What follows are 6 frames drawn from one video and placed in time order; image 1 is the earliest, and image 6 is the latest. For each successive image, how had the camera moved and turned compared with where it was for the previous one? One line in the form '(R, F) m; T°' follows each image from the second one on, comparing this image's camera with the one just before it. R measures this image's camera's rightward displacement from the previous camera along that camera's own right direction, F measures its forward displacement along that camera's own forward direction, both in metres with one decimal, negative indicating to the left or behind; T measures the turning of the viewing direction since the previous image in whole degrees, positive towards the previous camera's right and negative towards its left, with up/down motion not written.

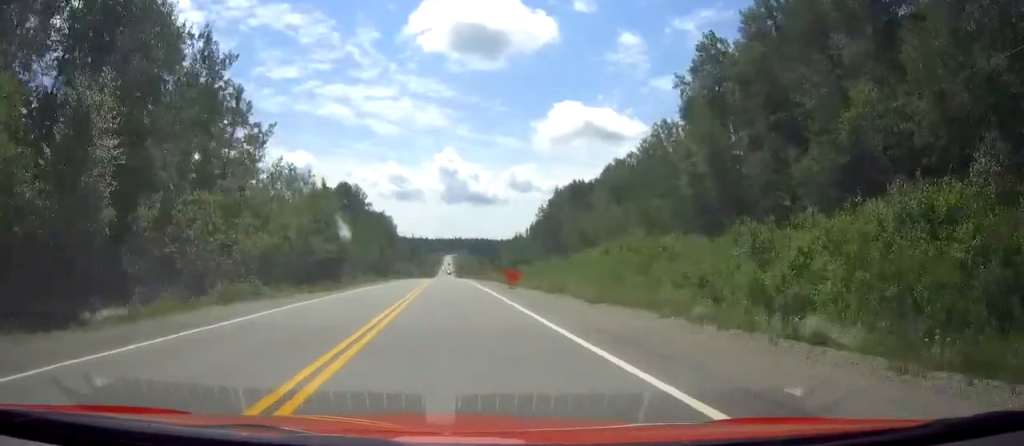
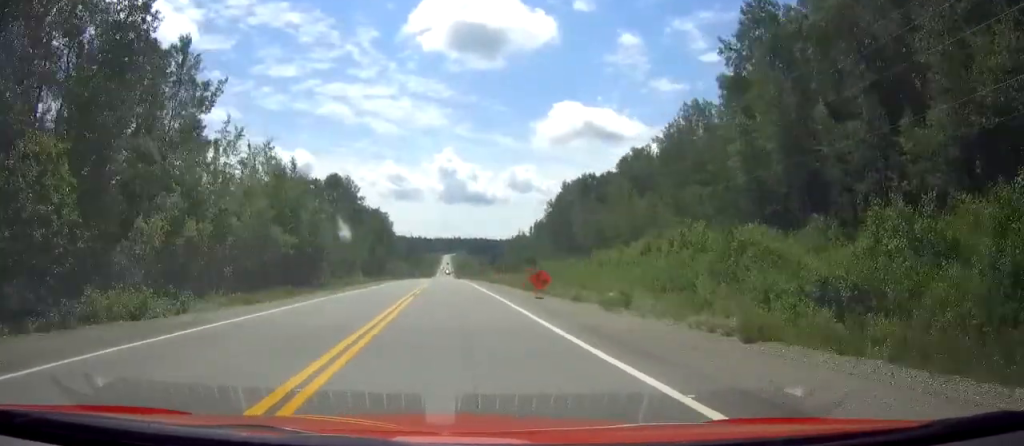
(0.0, +12.2) m; 0°
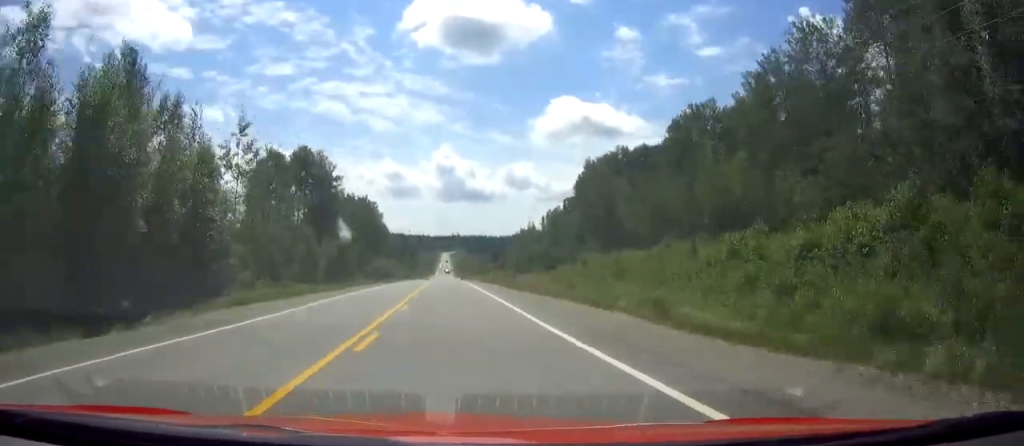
(0.0, +28.2) m; 0°
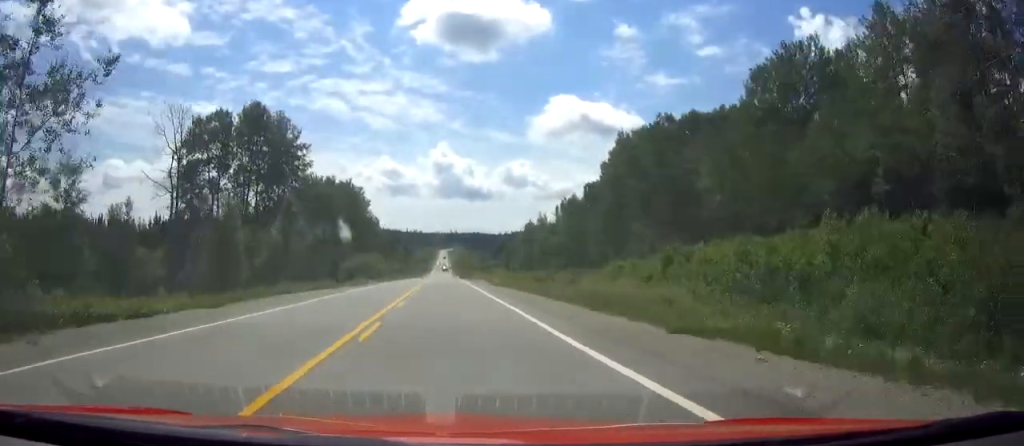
(0.0, +25.7) m; 0°
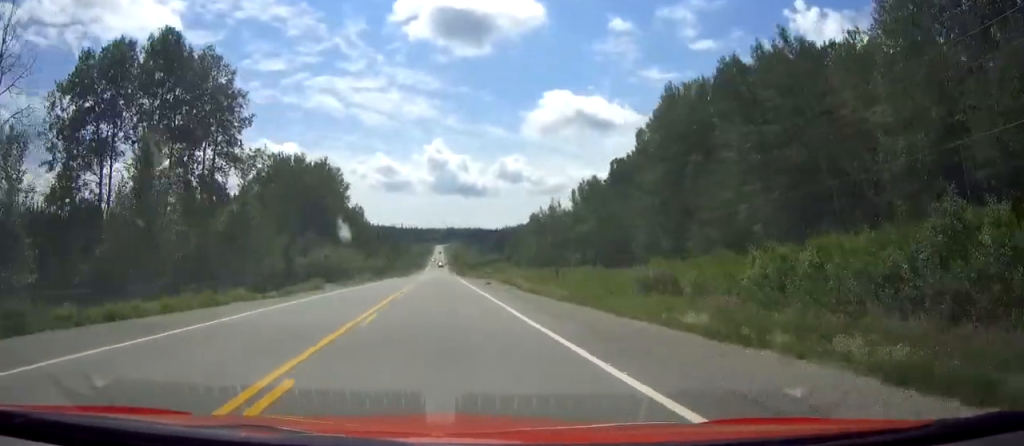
(0.0, +25.6) m; 0°
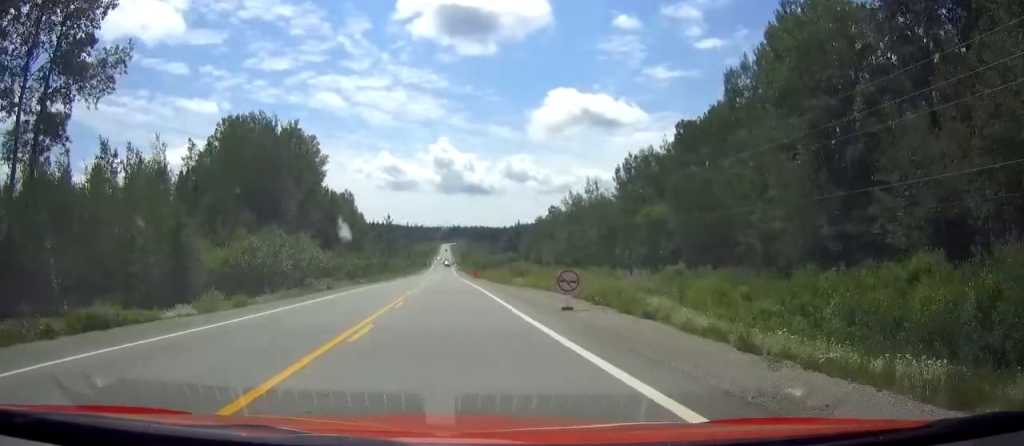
(0.0, +30.1) m; 0°
